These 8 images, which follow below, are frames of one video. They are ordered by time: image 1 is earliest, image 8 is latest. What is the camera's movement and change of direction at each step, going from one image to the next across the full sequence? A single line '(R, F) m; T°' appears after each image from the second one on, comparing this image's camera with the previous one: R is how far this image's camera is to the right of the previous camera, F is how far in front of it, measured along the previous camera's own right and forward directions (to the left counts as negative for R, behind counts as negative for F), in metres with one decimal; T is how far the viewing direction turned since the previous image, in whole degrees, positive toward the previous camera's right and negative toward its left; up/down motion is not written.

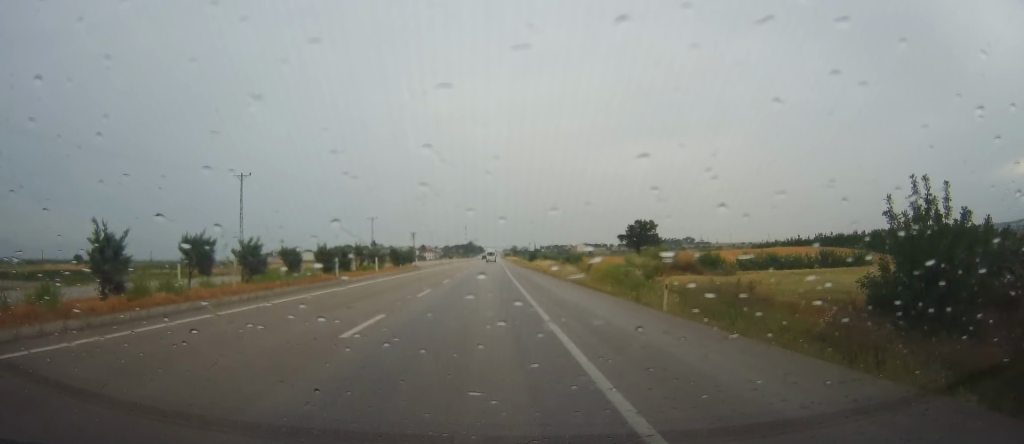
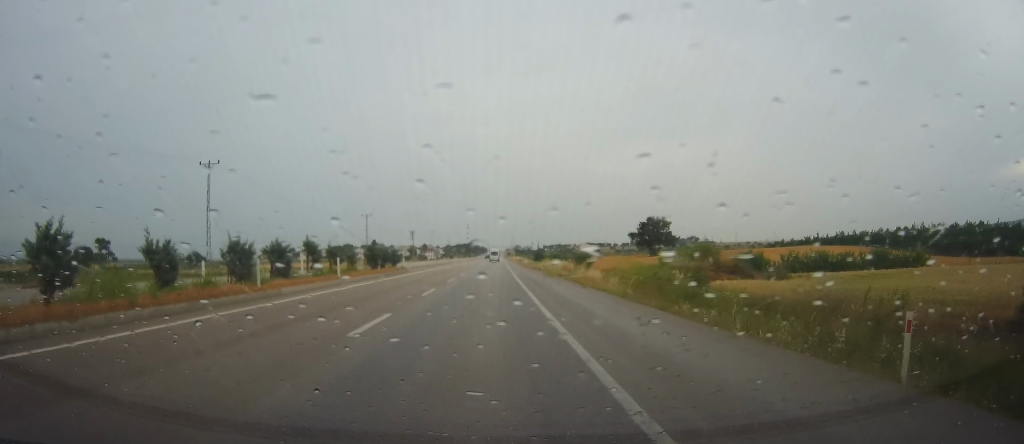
(+0.3, +11.6) m; 0°
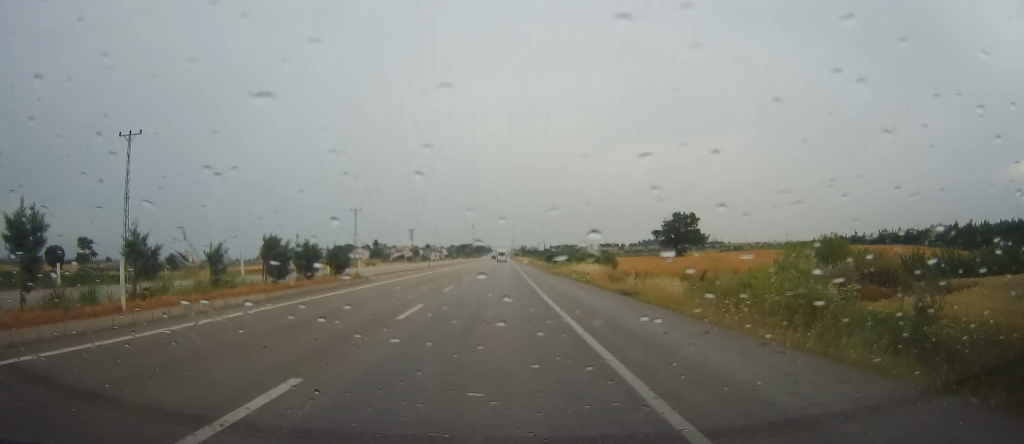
(-0.4, +19.6) m; -1°
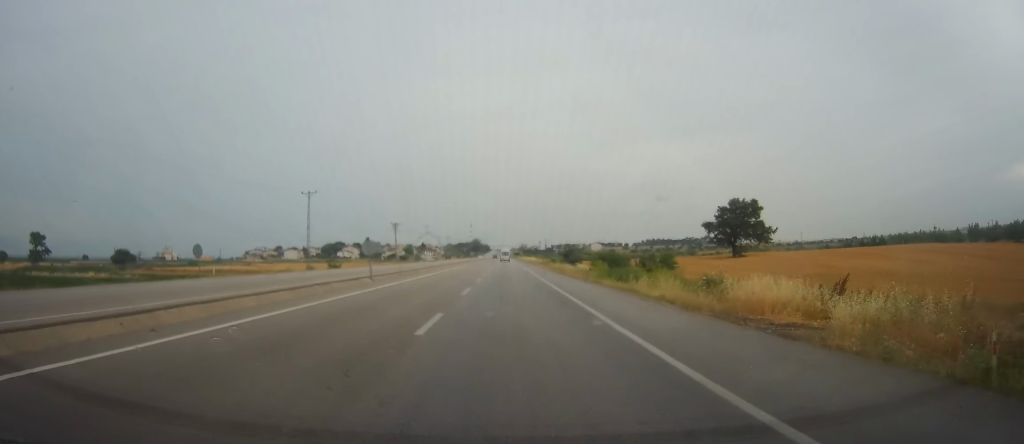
(0.0, +36.7) m; 0°
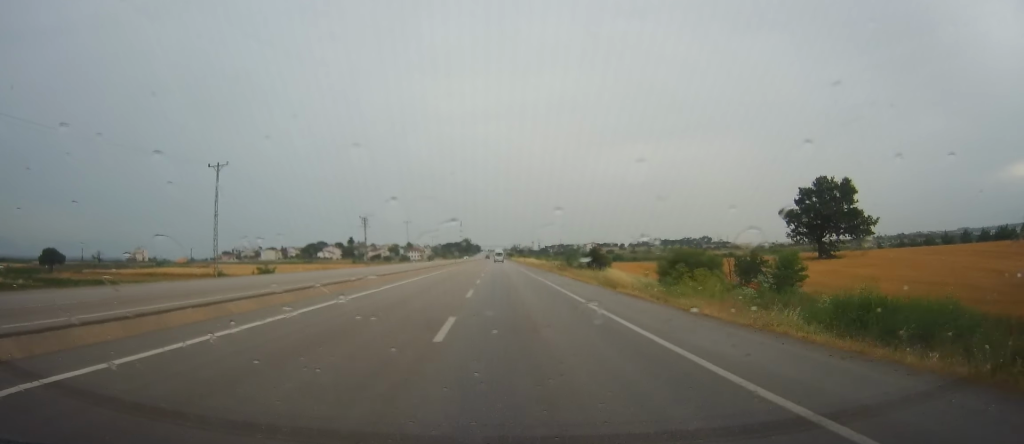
(0.0, +34.8) m; 0°
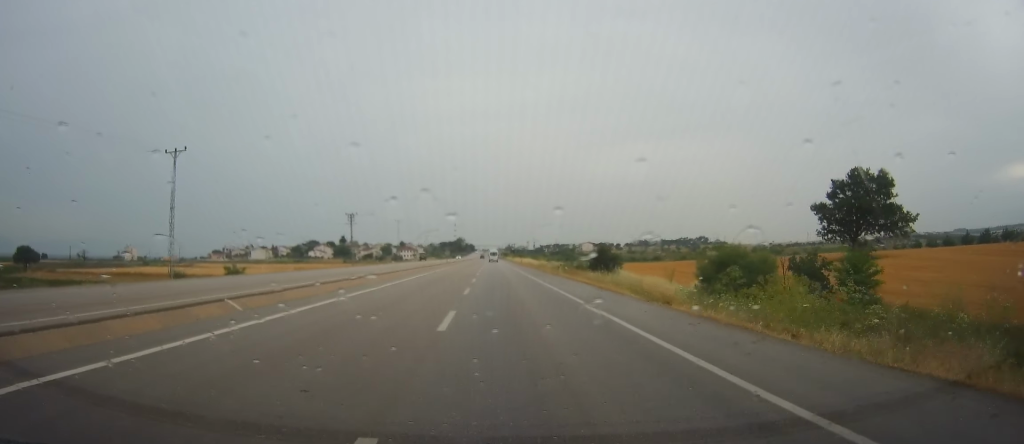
(0.0, +10.0) m; -1°
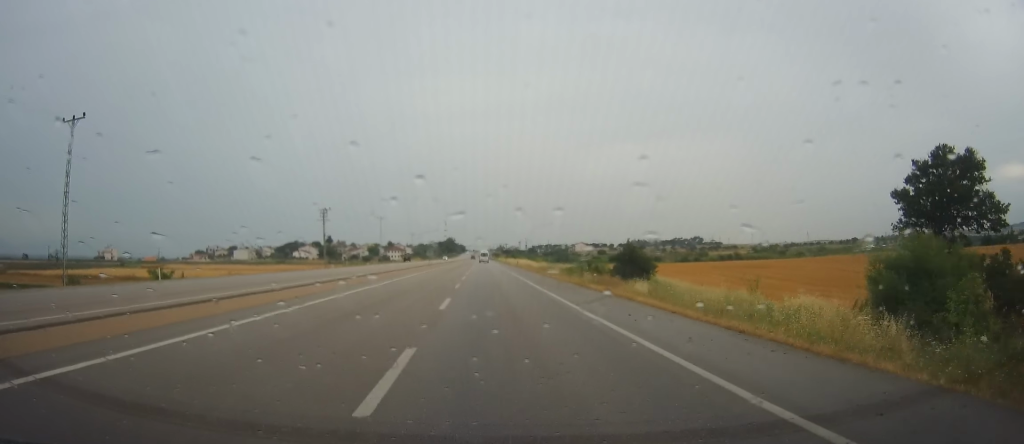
(-0.1, +17.8) m; 0°
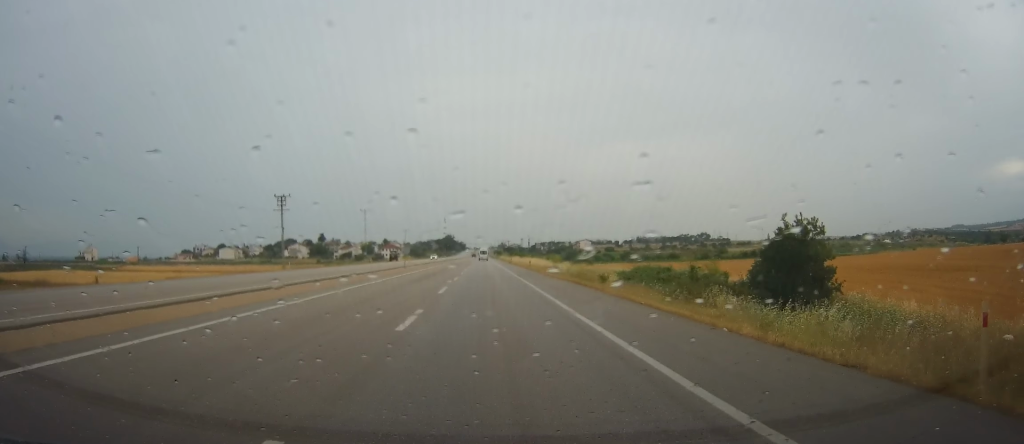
(+0.3, +27.9) m; +2°
